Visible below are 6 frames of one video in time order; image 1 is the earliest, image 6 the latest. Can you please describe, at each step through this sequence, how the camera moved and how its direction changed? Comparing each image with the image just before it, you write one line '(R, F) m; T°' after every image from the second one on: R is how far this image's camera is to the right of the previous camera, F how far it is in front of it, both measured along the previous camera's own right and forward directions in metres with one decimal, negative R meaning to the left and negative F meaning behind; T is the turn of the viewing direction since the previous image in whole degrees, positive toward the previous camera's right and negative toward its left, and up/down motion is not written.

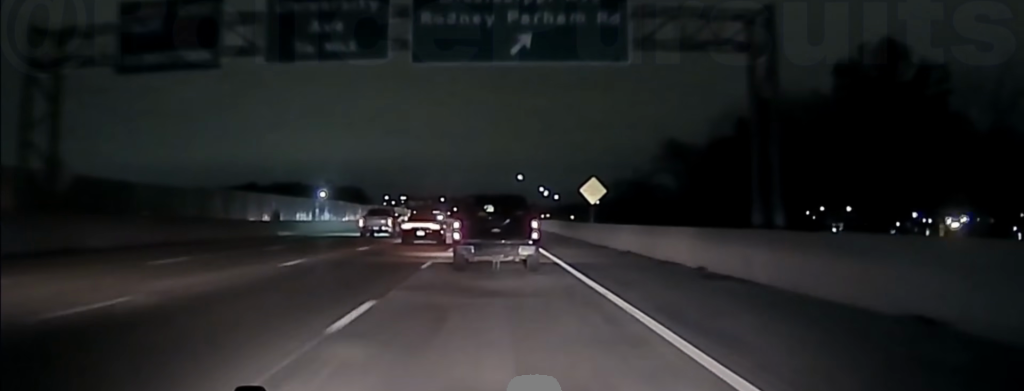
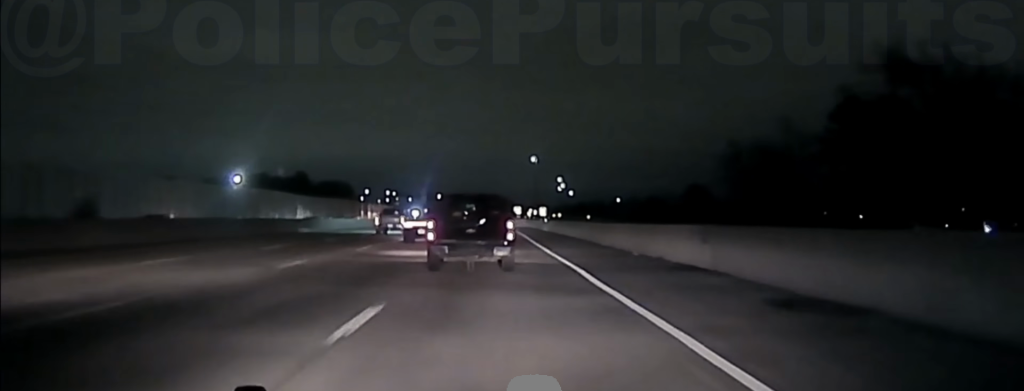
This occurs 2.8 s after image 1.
(0.0, +79.4) m; -1°
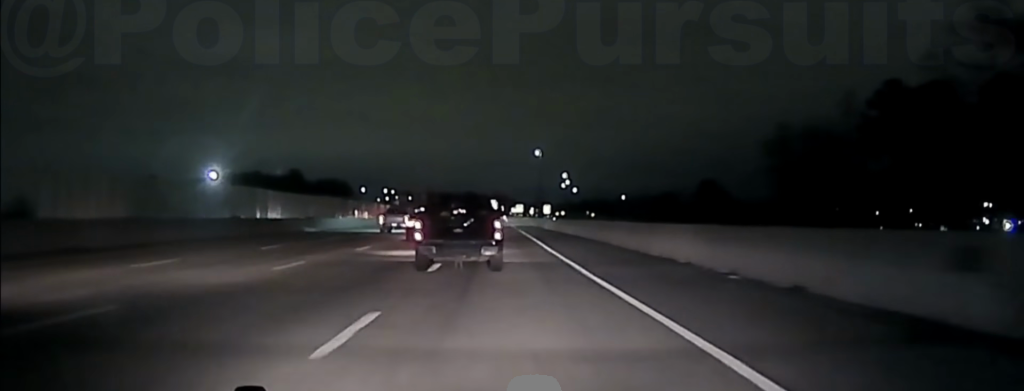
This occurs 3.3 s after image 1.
(0.0, +14.7) m; 0°
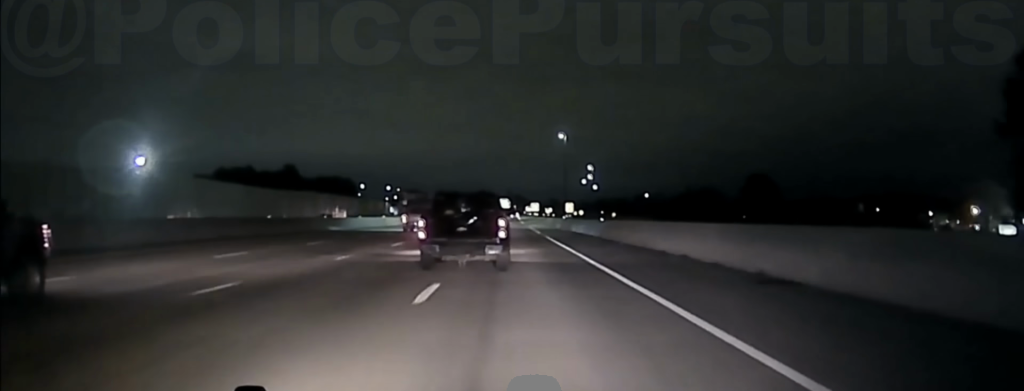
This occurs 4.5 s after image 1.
(-0.3, +32.7) m; 0°
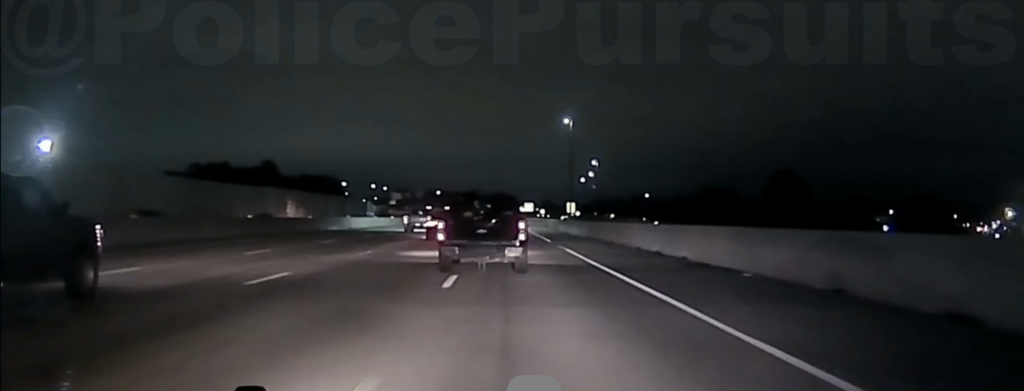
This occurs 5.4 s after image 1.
(+0.1, +20.8) m; +1°
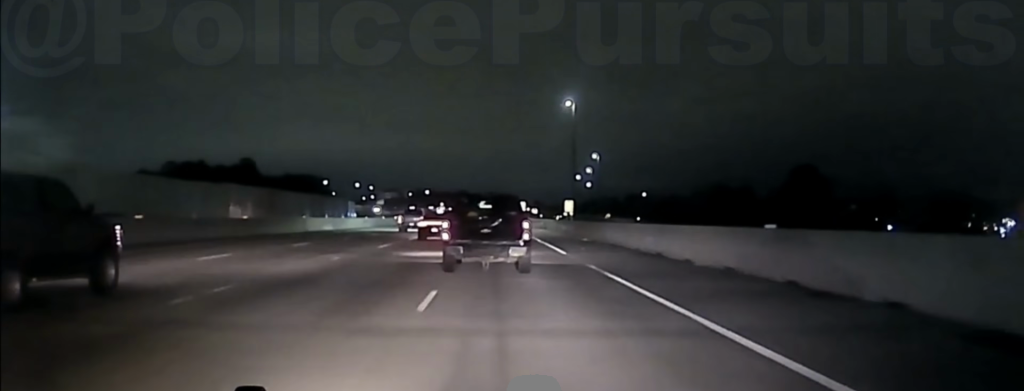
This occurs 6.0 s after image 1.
(+0.1, +13.3) m; 0°
